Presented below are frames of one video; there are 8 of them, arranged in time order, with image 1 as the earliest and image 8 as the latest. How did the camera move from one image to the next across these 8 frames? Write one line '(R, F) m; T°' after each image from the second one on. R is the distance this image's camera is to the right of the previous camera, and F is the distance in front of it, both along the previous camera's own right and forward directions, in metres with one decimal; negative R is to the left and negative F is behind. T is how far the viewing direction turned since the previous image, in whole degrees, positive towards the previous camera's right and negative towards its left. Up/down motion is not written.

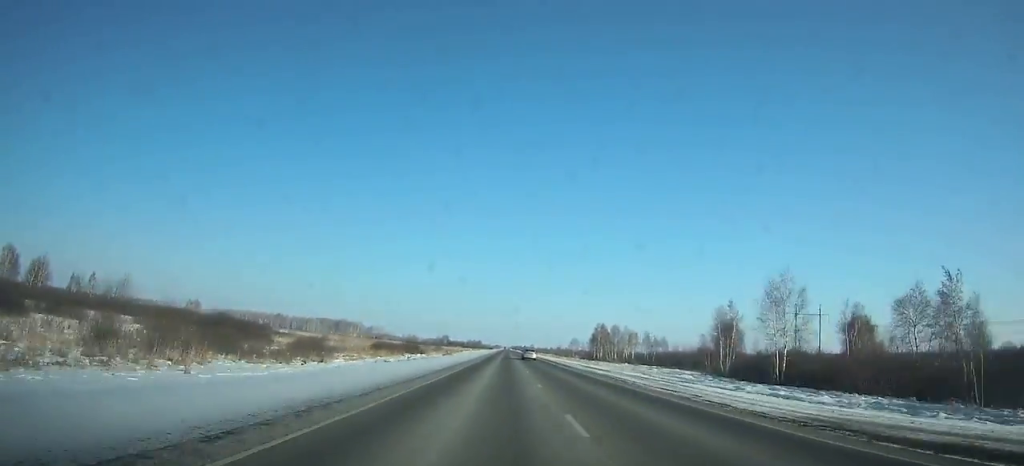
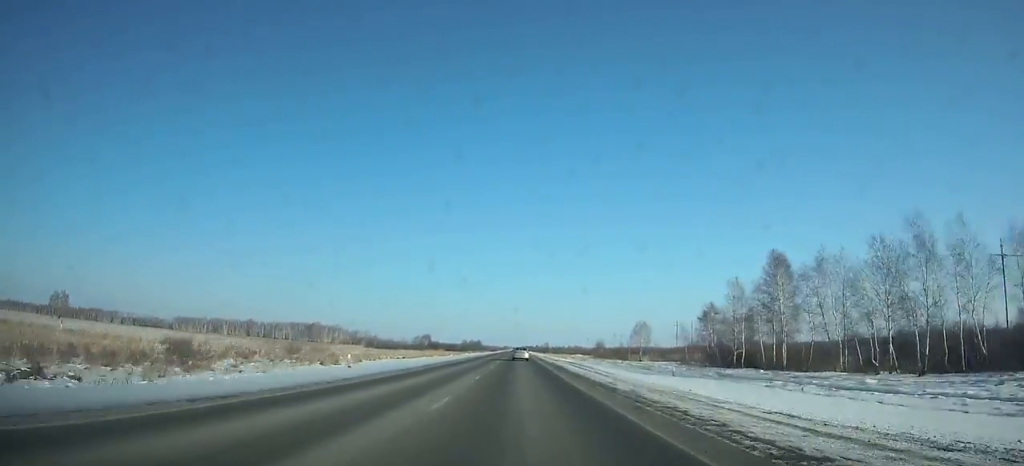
(+0.4, +126.8) m; 0°
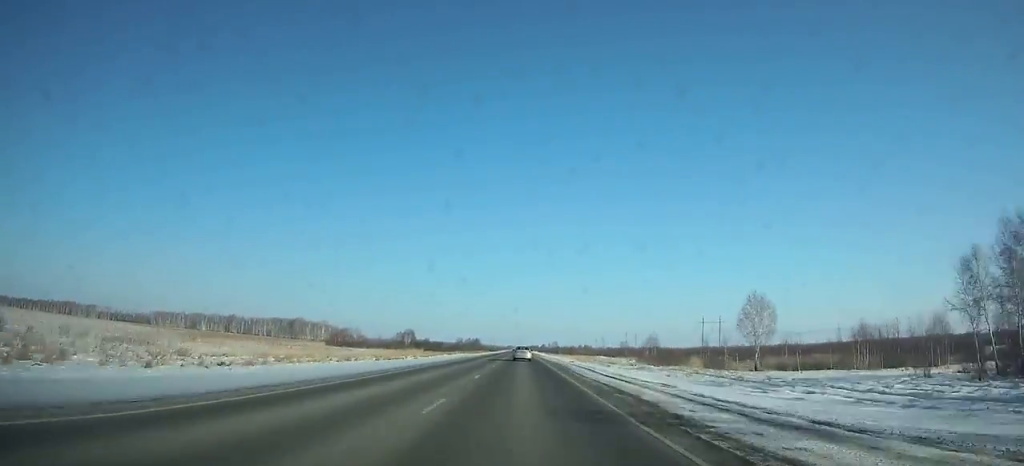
(-0.6, +59.4) m; -1°
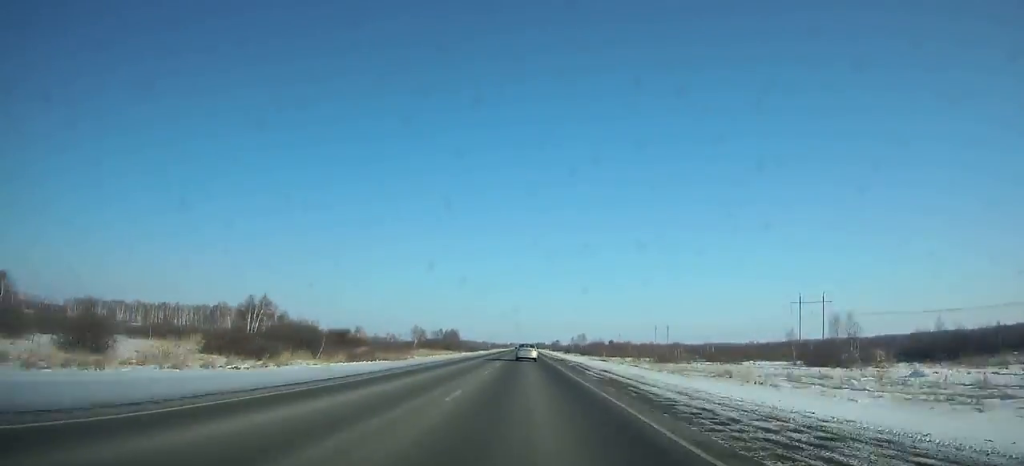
(-0.7, +151.9) m; 0°
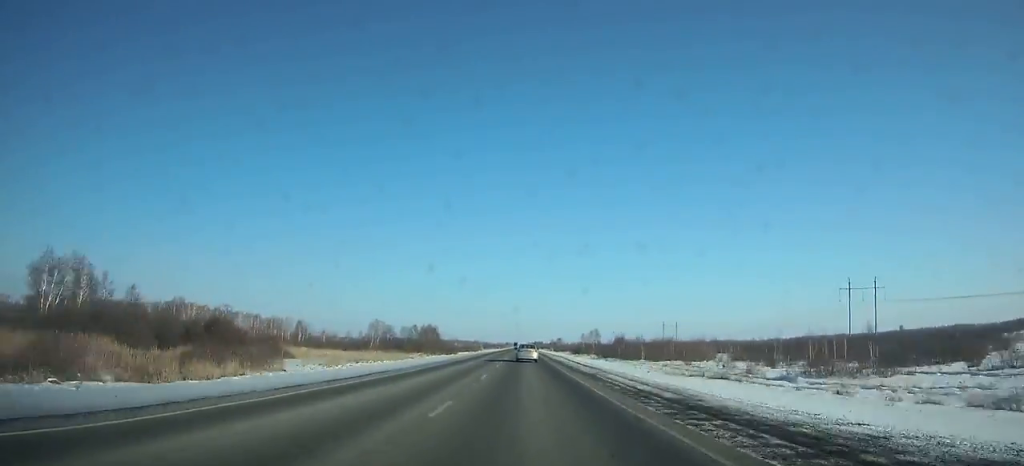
(0.0, +50.6) m; 0°
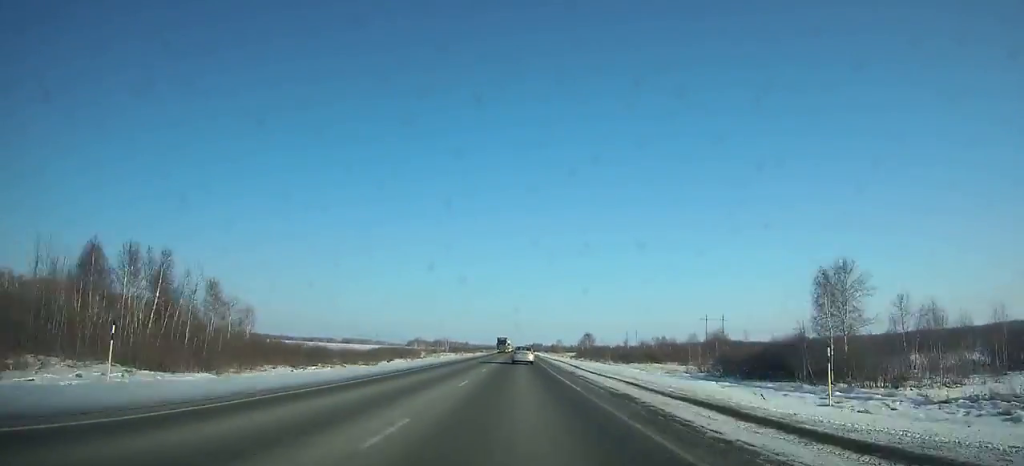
(+0.8, +147.1) m; 0°
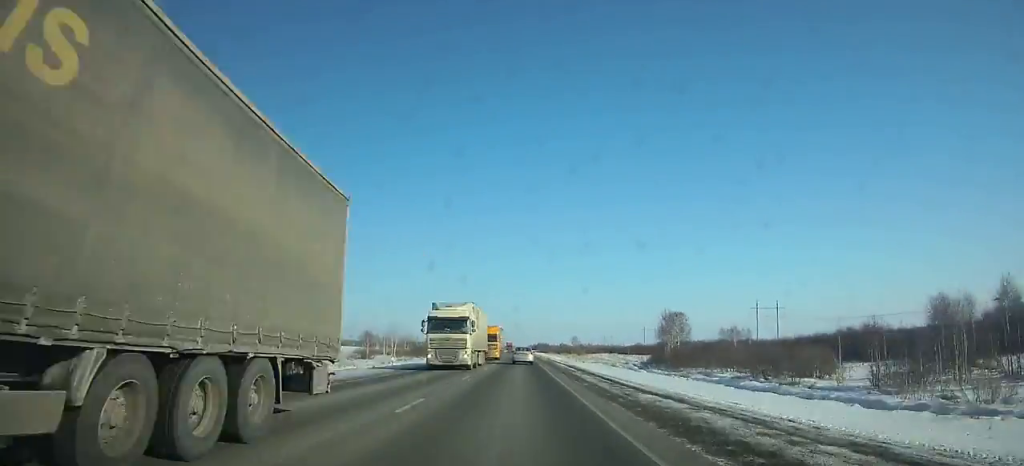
(0.0, +90.4) m; 0°
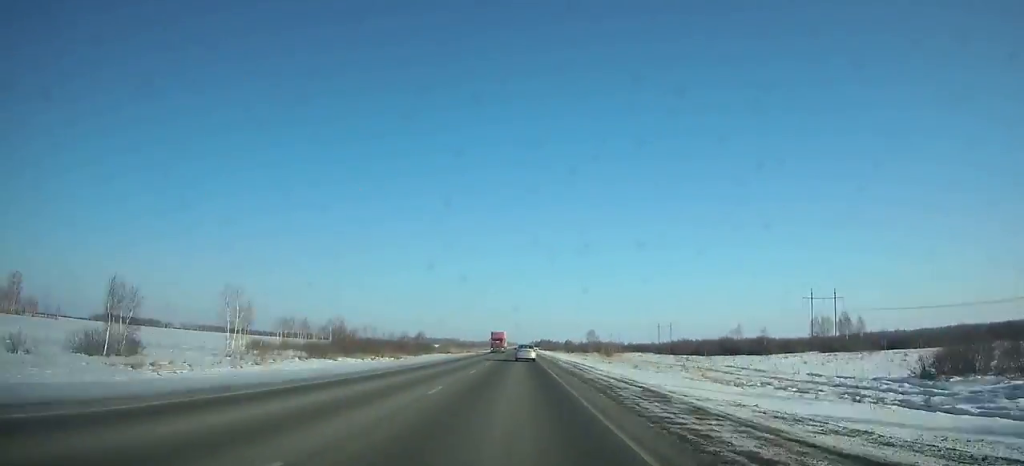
(-0.1, +68.8) m; 0°
